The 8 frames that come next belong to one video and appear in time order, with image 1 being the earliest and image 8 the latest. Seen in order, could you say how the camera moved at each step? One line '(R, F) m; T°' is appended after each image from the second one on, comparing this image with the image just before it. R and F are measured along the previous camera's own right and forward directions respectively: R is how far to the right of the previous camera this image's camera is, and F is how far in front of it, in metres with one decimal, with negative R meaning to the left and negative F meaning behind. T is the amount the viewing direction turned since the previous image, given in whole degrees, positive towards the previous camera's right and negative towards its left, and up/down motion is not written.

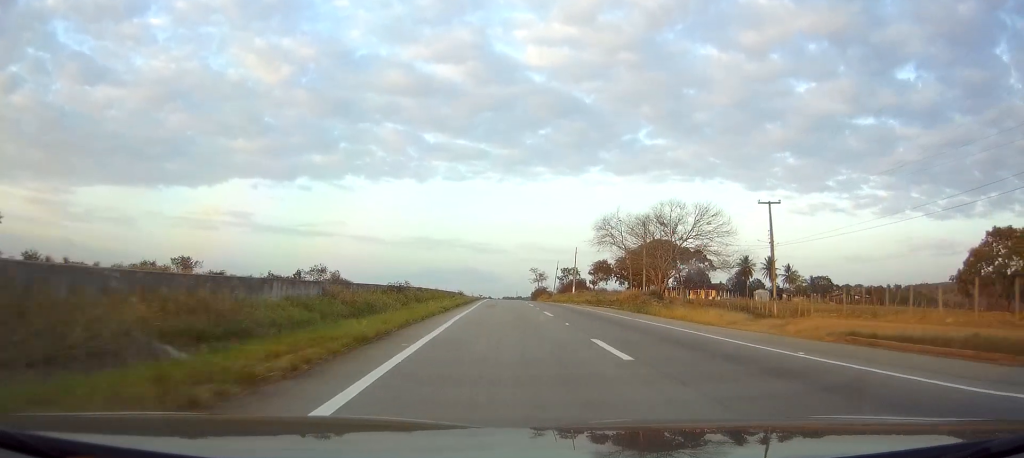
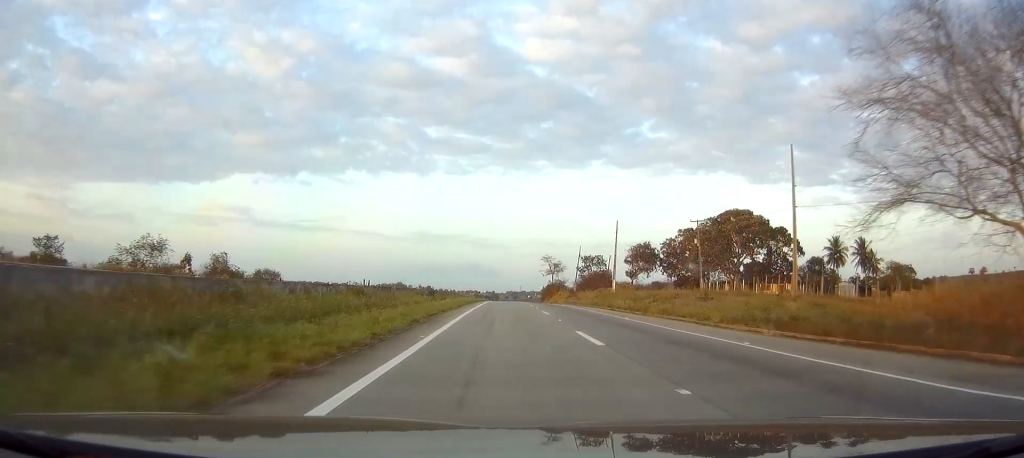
(+0.2, +46.5) m; 0°
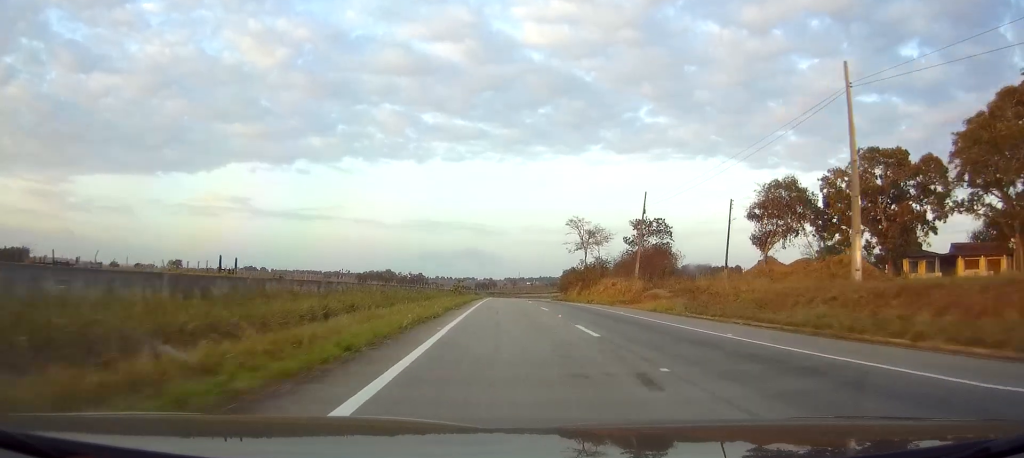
(-0.5, +63.8) m; 0°
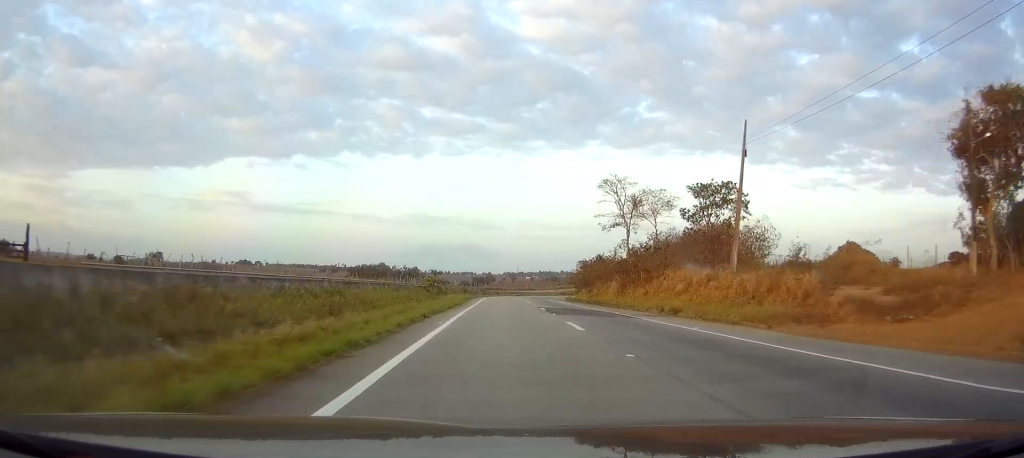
(+0.3, +31.7) m; 0°
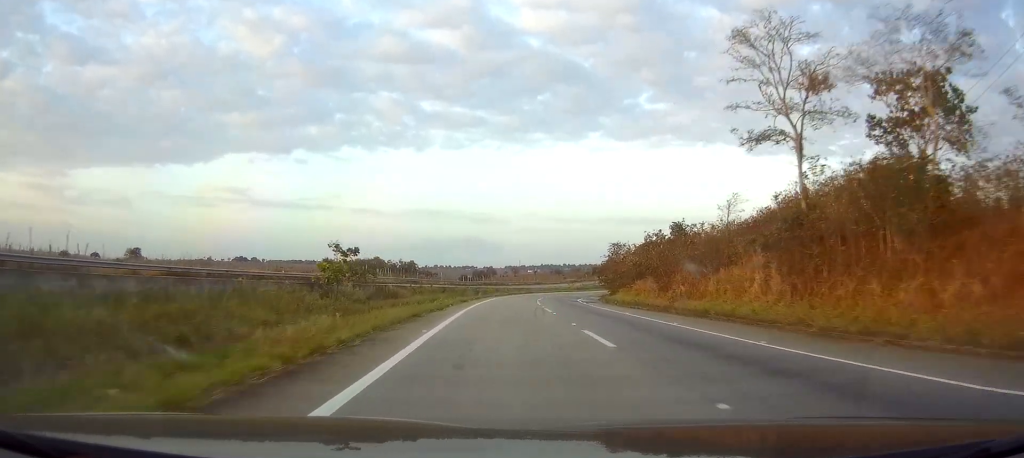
(0.0, +36.3) m; 0°
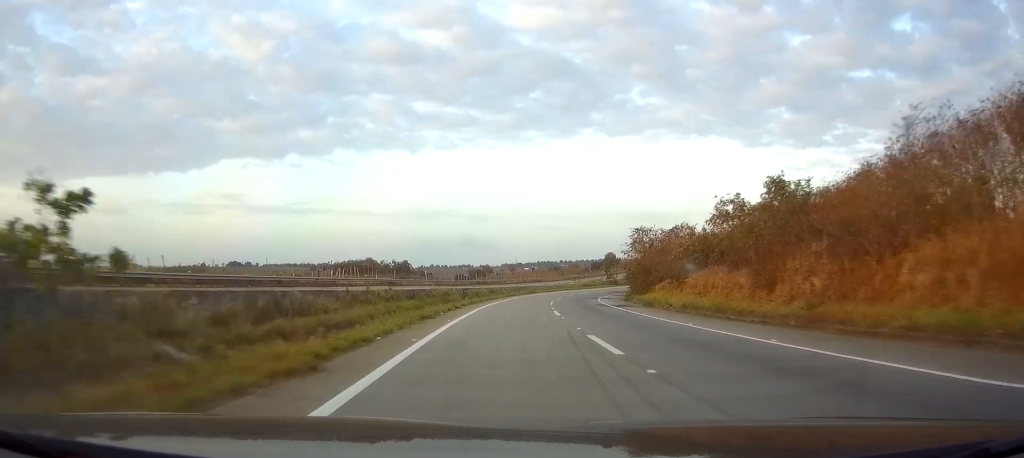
(-0.1, +17.9) m; 0°
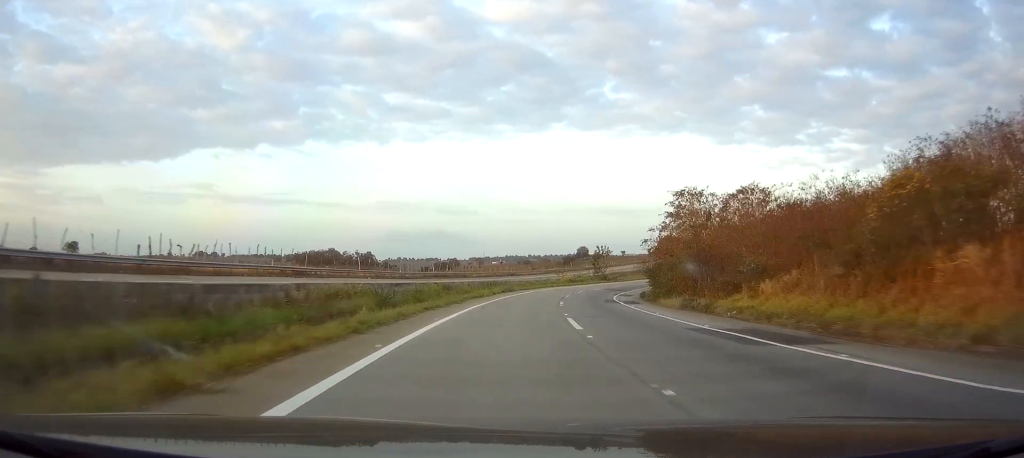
(+0.1, +26.8) m; +1°
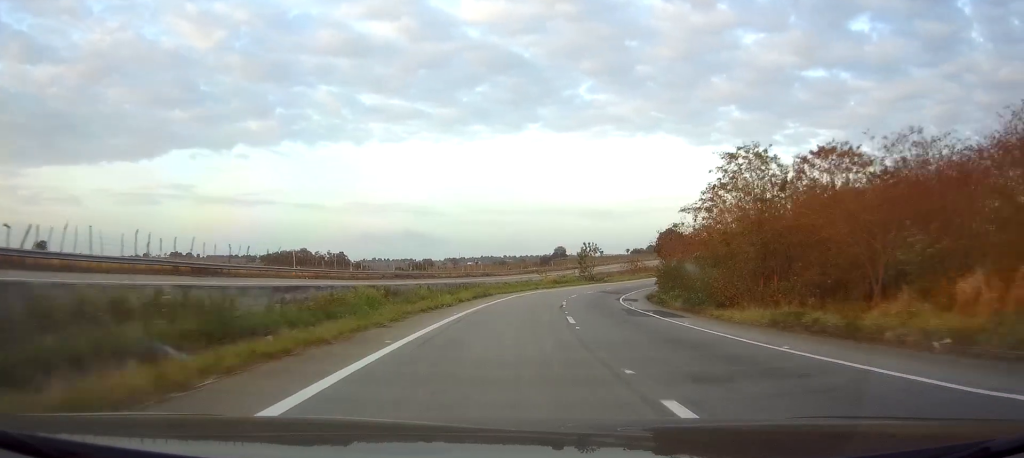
(-0.1, +14.5) m; +1°
